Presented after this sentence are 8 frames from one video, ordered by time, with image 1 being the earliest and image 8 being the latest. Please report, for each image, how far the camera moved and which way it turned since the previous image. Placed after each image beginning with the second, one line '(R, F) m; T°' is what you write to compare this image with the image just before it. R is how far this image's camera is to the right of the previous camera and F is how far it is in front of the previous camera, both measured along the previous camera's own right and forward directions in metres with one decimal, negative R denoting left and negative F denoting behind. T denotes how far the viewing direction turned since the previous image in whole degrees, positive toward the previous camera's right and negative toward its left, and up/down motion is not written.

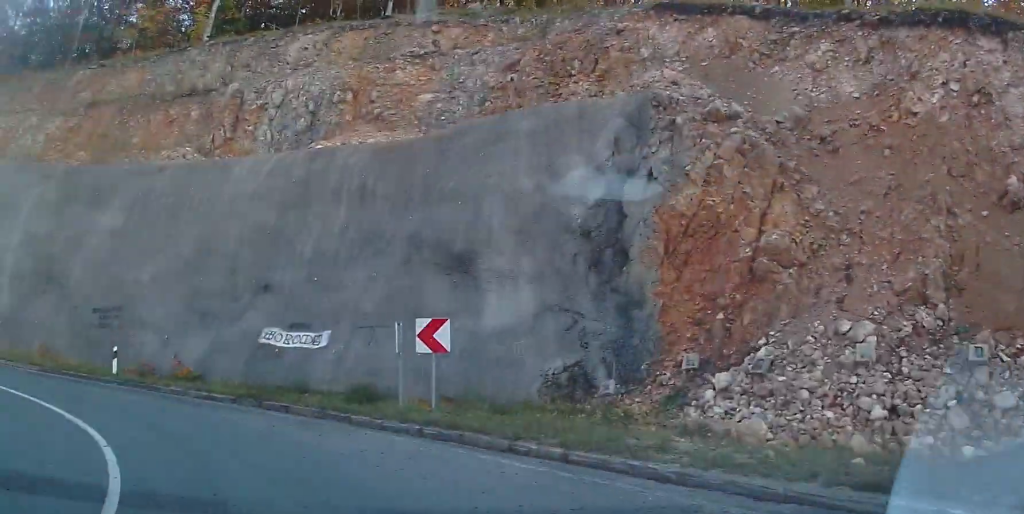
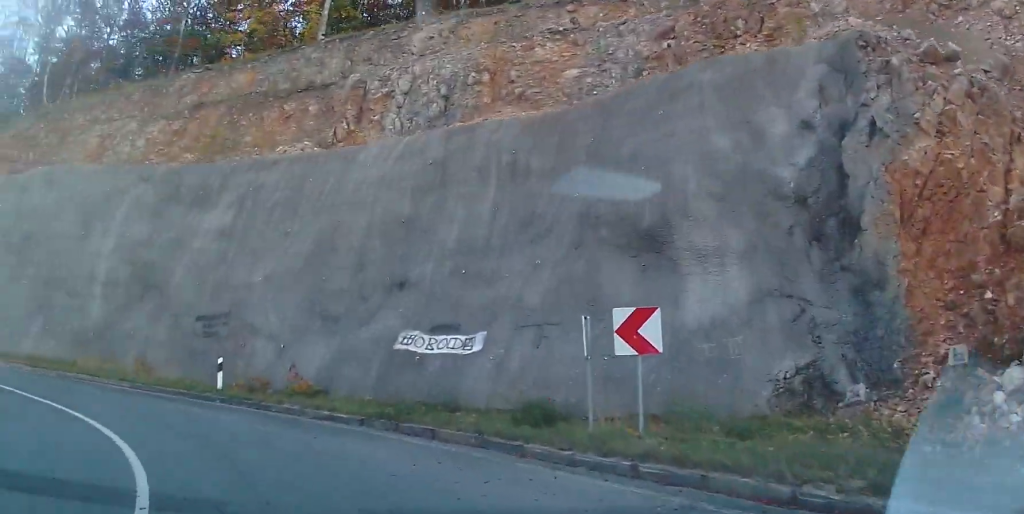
(-0.3, +3.2) m; -13°
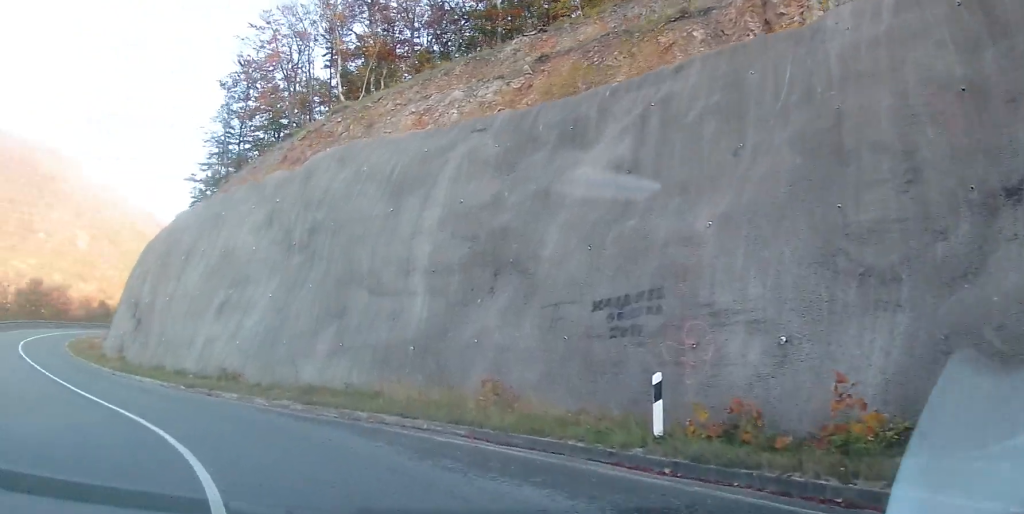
(-3.0, +8.2) m; -36°
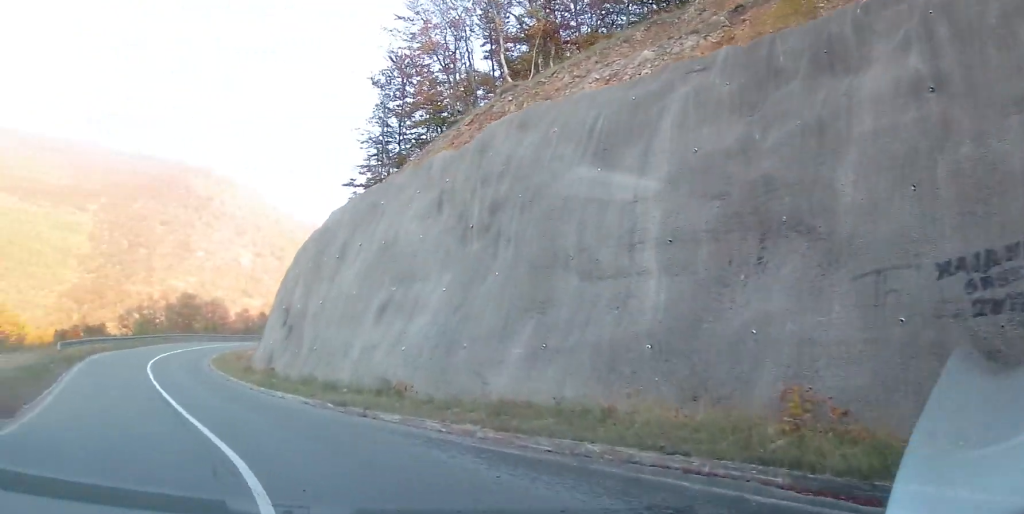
(-0.9, +4.4) m; -12°
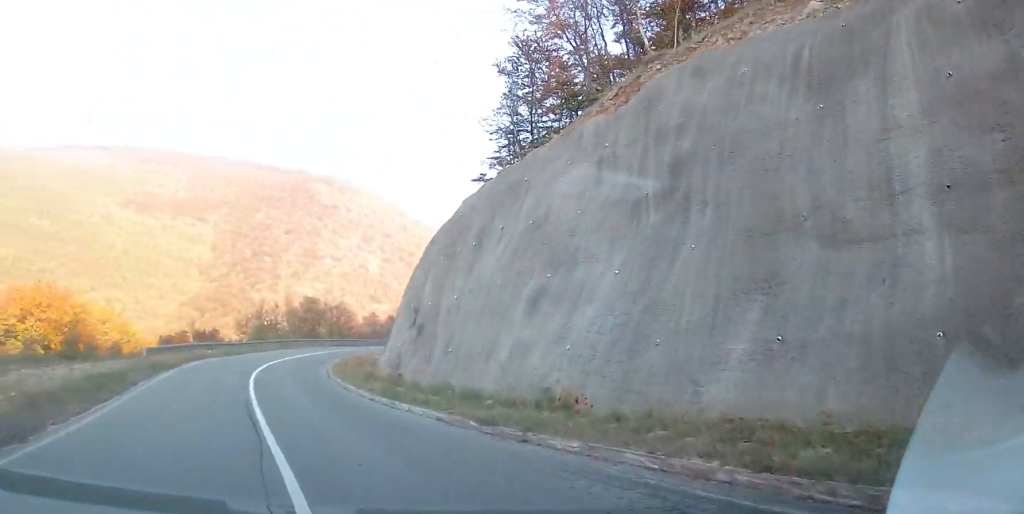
(-0.1, +3.9) m; -1°
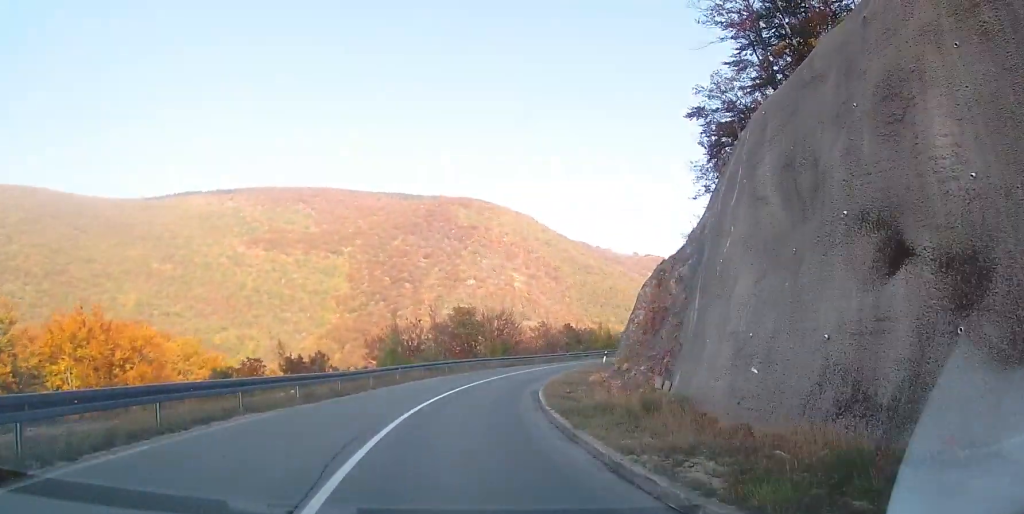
(-1.3, +19.1) m; -11°
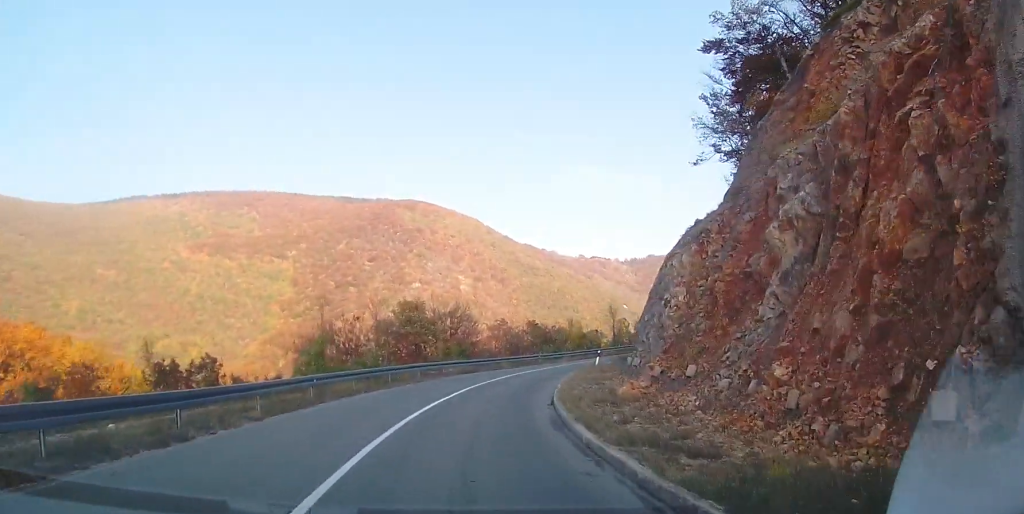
(-0.6, +10.8) m; -6°
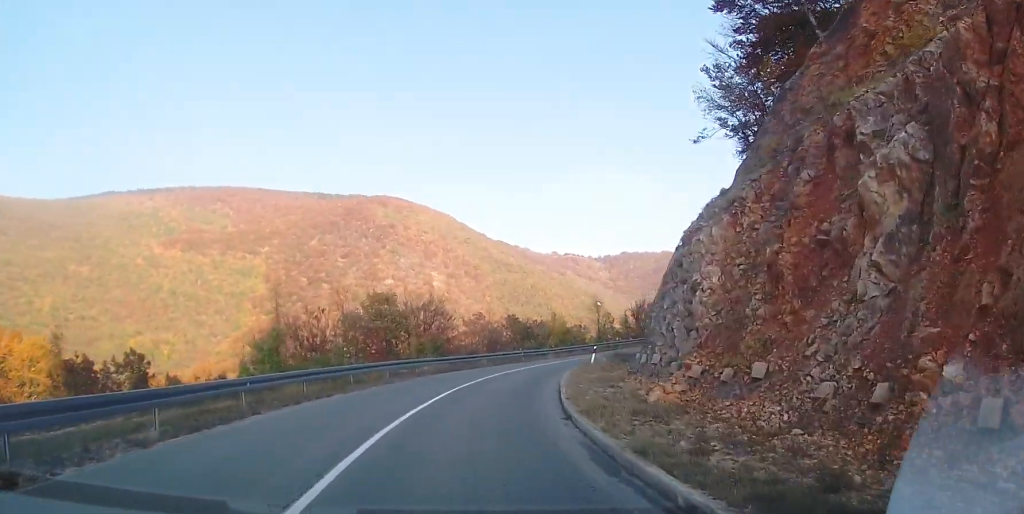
(-0.1, +4.7) m; 0°
